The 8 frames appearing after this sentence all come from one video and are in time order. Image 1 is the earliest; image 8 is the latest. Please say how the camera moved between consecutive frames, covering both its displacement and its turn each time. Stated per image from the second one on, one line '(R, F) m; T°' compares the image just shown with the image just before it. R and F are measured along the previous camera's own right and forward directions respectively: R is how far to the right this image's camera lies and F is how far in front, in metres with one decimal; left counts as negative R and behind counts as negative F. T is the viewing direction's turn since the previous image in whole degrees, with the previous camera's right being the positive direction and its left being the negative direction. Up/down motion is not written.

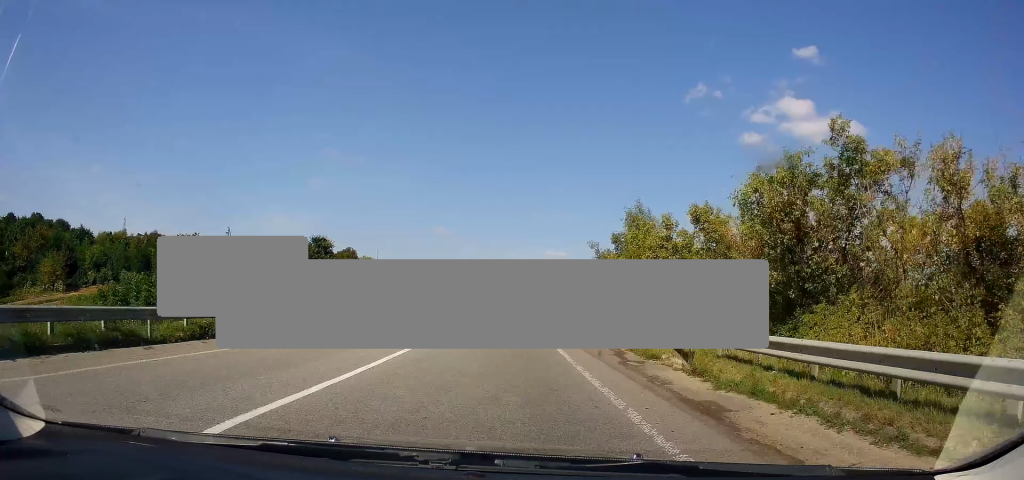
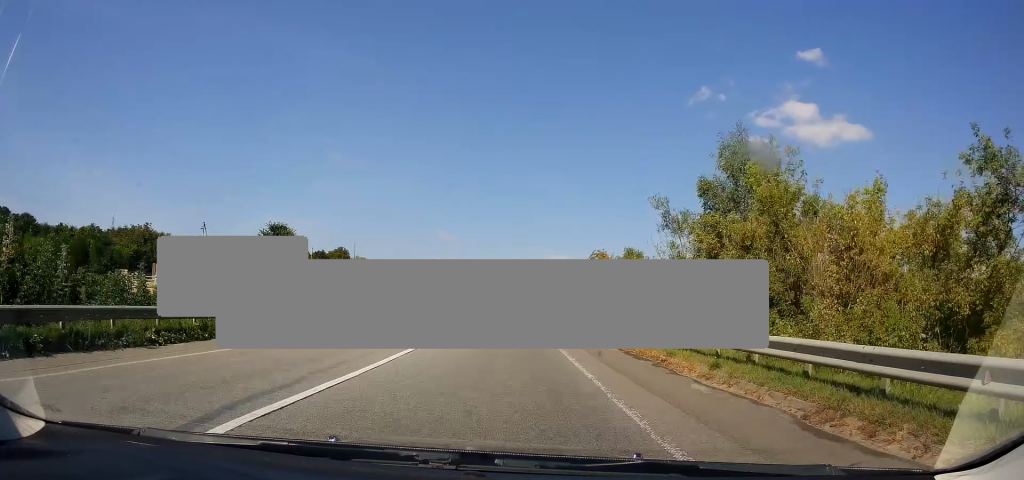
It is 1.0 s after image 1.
(+0.2, +18.3) m; 0°
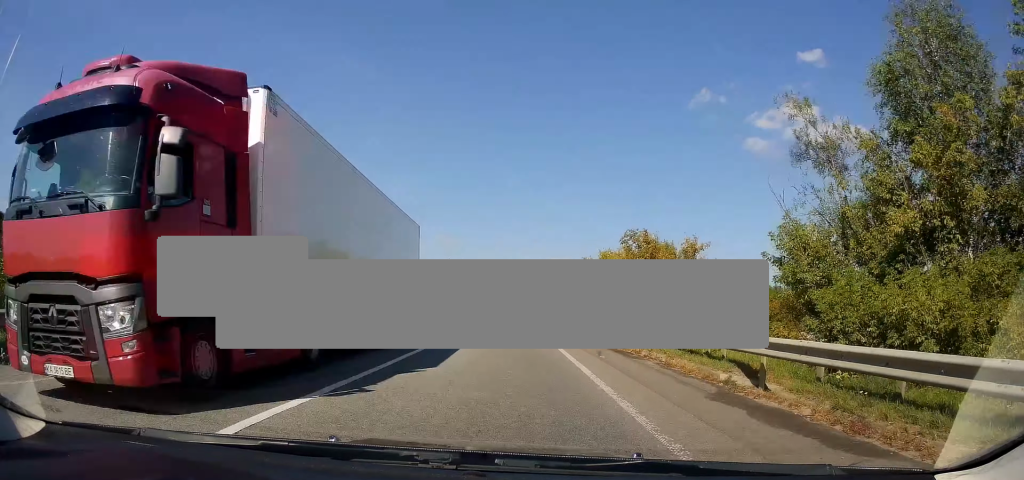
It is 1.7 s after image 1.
(+0.1, +12.8) m; 0°
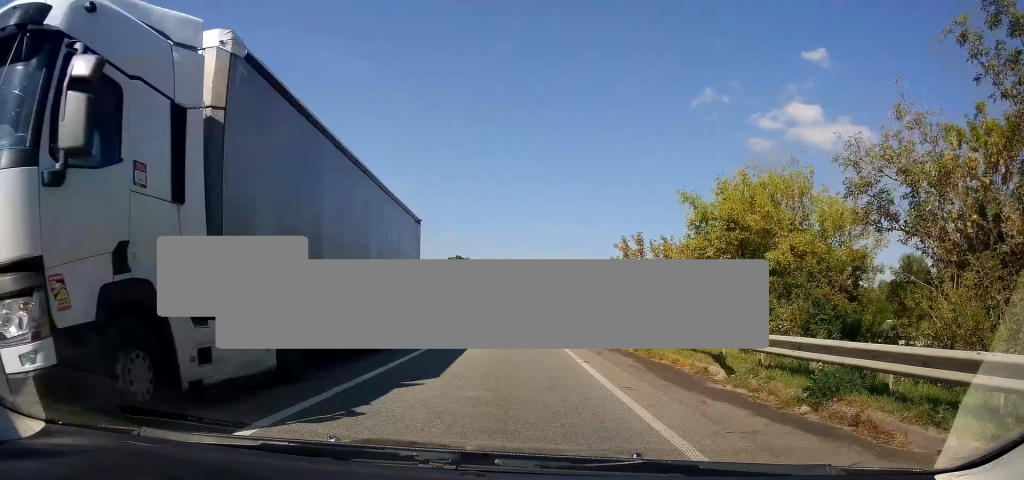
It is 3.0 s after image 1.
(-0.3, +27.3) m; -1°
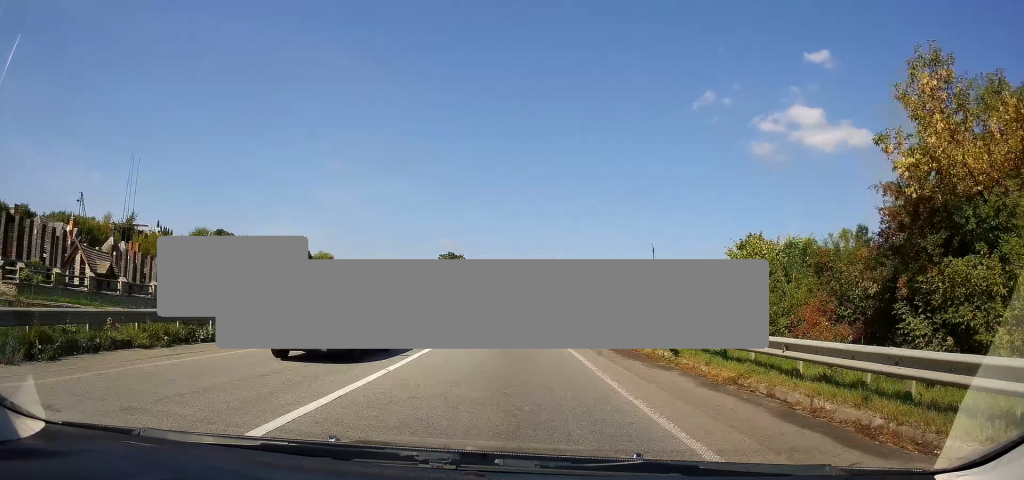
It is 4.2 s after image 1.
(0.0, +26.5) m; 0°
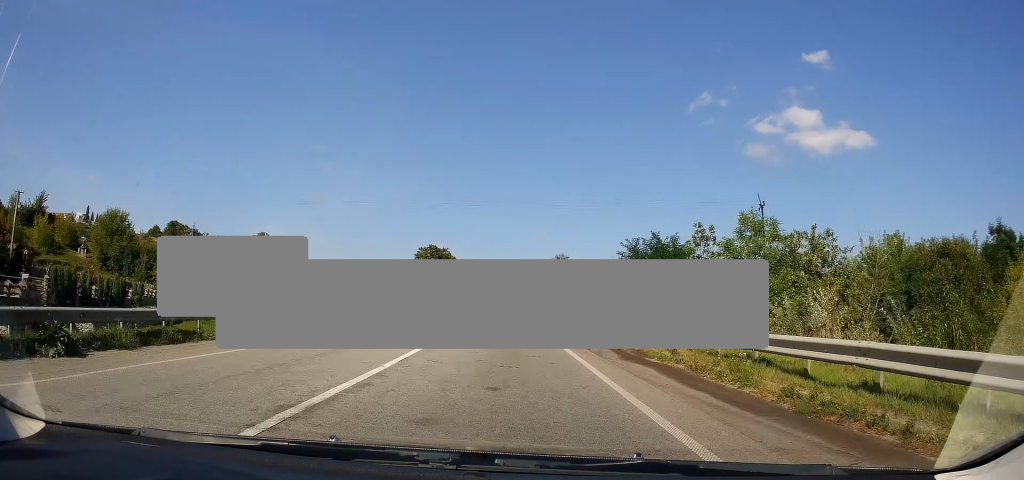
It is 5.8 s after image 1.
(+0.2, +32.9) m; +1°
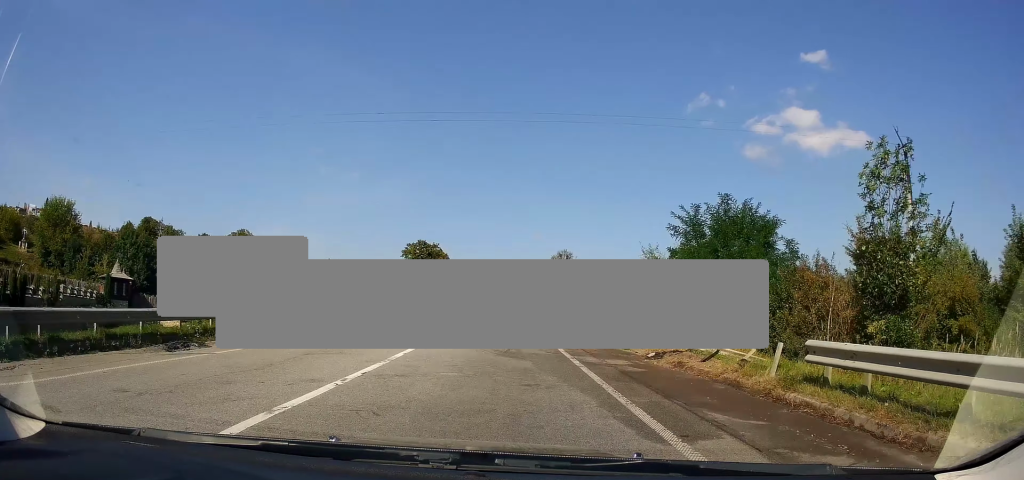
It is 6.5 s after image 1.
(+0.2, +15.9) m; 0°
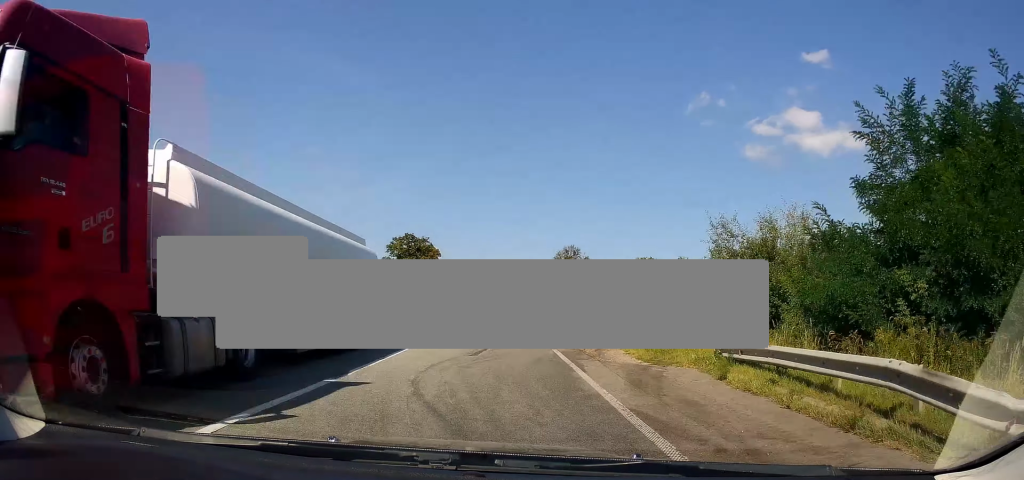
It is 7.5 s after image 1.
(-0.3, +19.0) m; 0°
